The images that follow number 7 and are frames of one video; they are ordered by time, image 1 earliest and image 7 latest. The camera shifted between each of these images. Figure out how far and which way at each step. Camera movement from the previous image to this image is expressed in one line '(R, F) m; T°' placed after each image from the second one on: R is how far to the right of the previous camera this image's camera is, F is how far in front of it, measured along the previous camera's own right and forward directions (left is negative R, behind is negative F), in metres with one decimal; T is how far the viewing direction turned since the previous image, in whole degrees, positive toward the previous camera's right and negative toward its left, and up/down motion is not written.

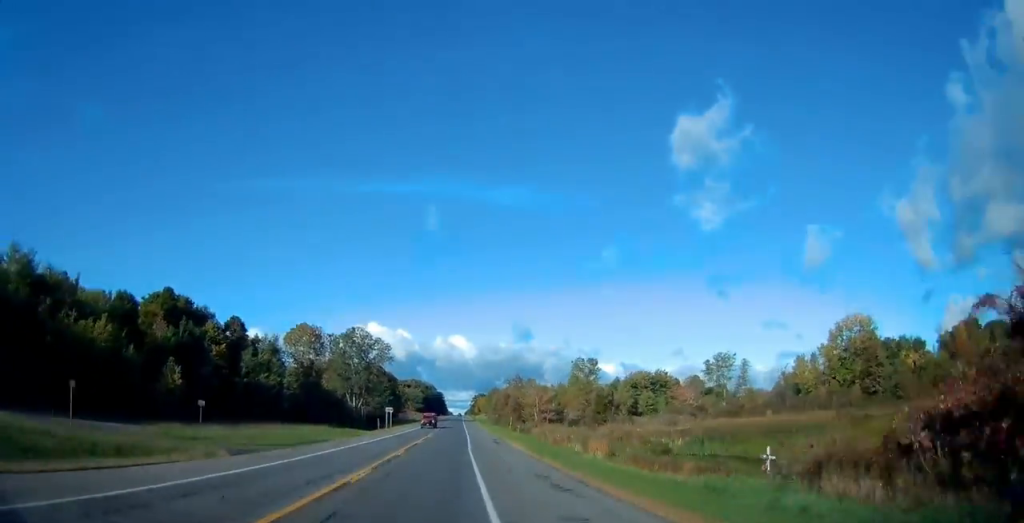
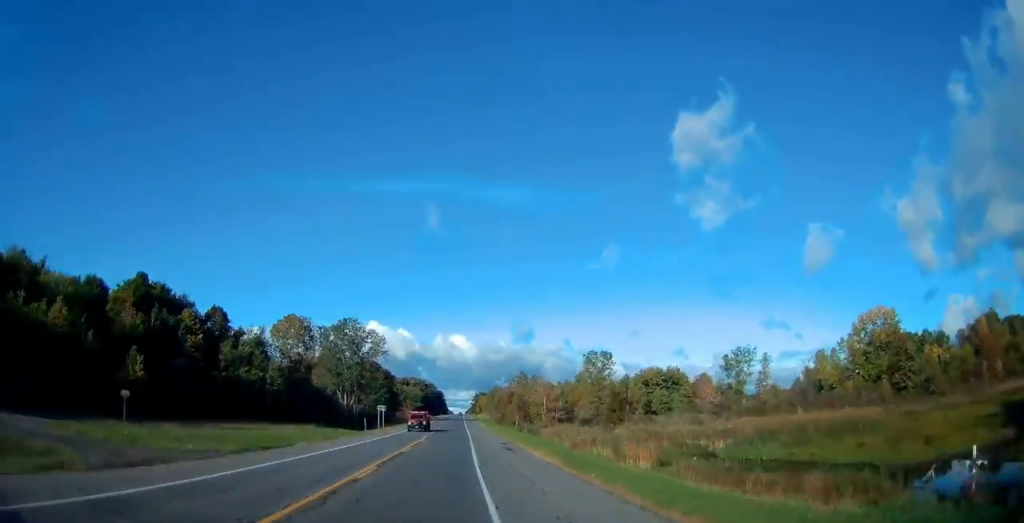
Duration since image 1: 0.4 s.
(-0.2, +11.2) m; 0°
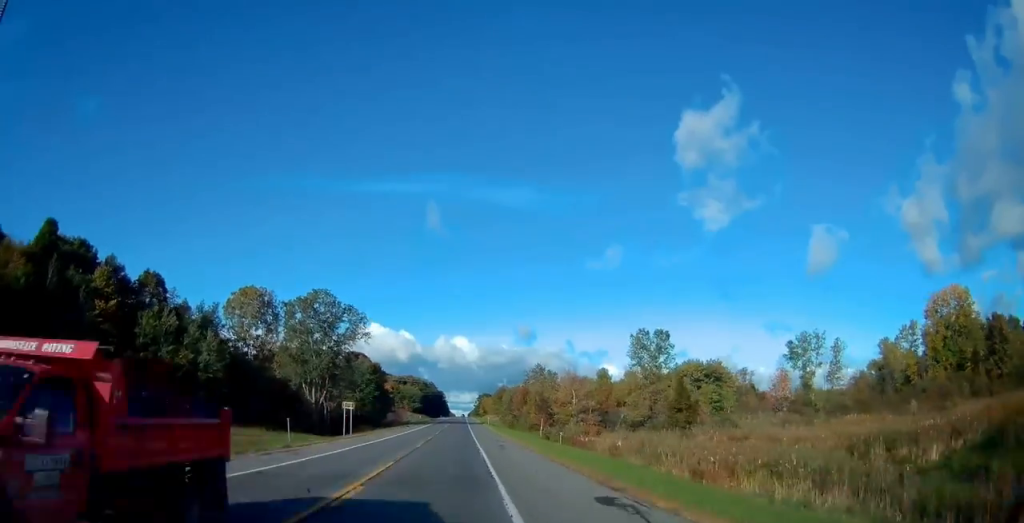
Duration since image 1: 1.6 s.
(+0.4, +29.7) m; 0°
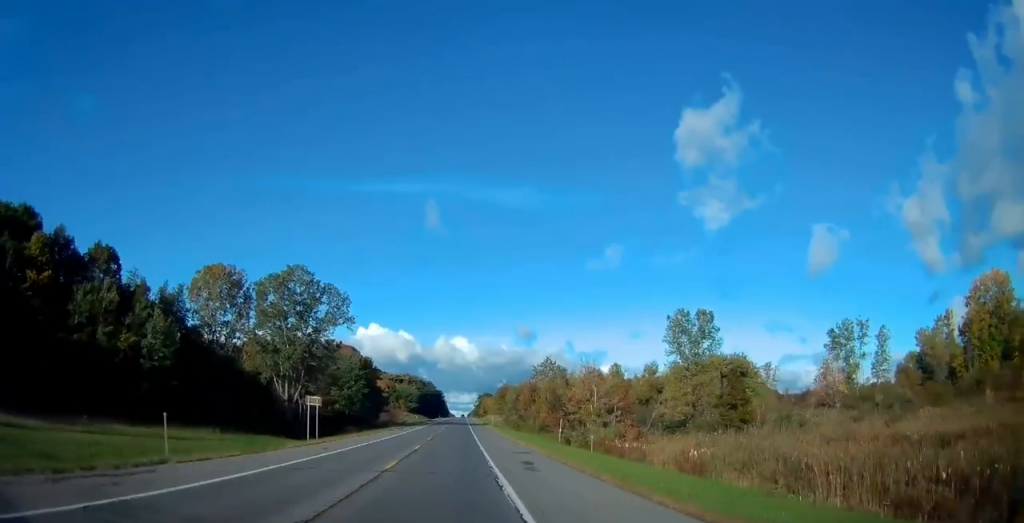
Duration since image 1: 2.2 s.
(-0.3, +15.3) m; 0°
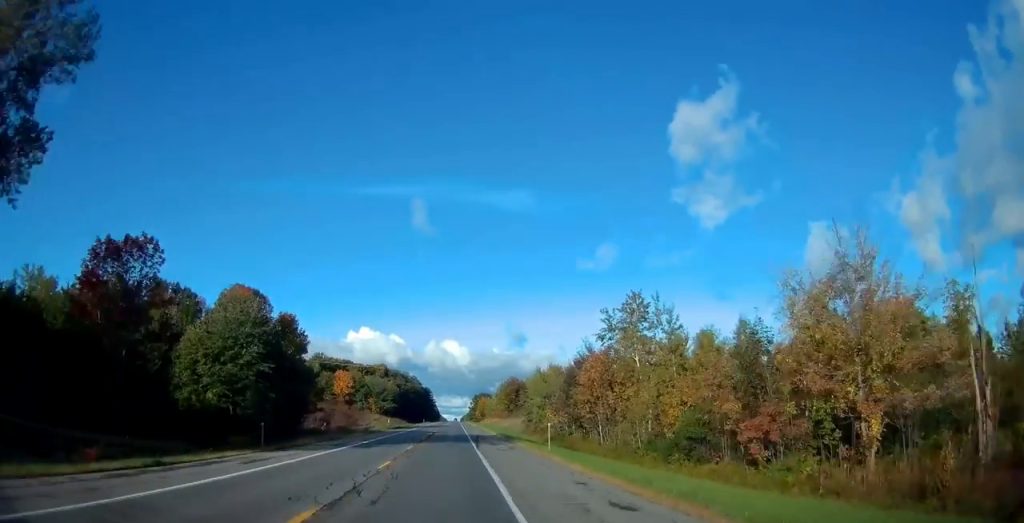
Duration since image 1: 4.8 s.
(+0.8, +66.5) m; +1°
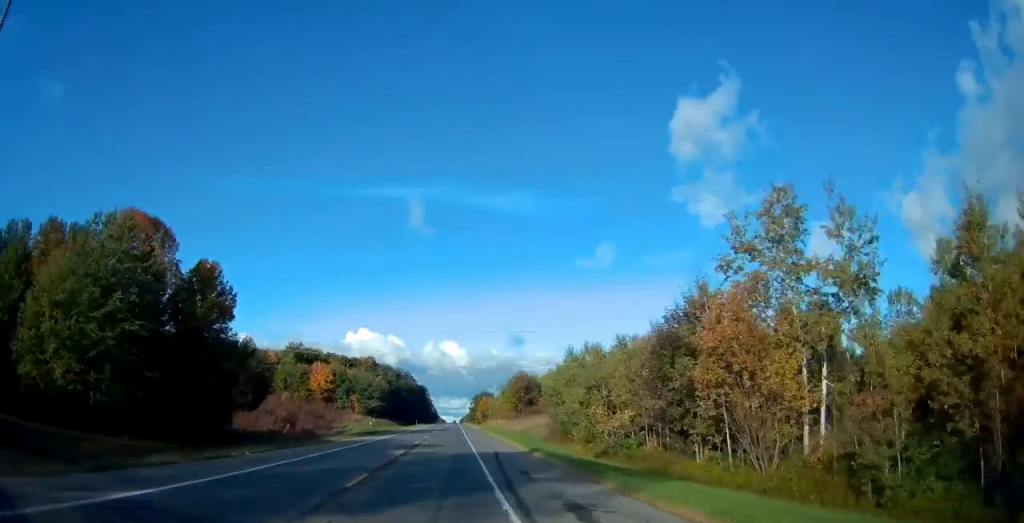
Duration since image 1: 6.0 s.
(0.0, +29.2) m; 0°
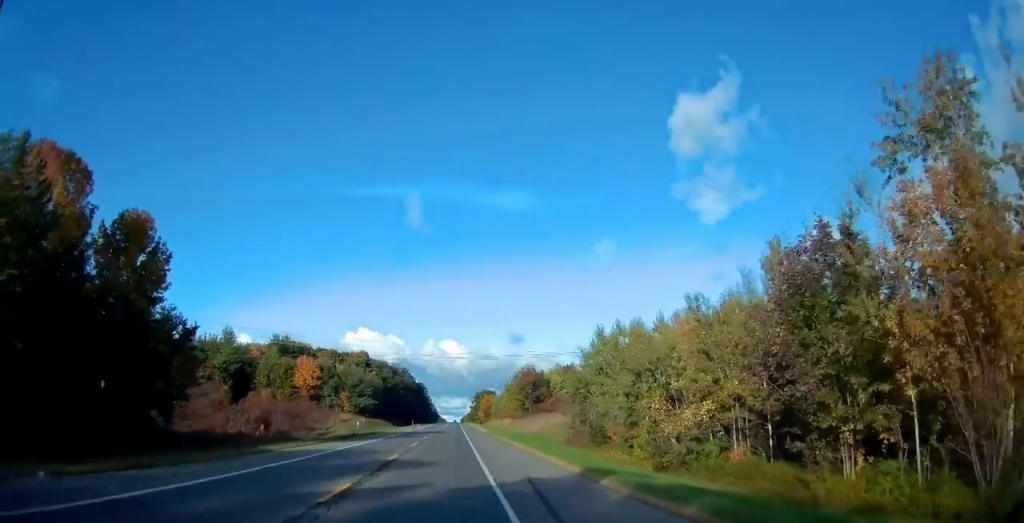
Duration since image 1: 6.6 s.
(+0.1, +15.1) m; -1°
